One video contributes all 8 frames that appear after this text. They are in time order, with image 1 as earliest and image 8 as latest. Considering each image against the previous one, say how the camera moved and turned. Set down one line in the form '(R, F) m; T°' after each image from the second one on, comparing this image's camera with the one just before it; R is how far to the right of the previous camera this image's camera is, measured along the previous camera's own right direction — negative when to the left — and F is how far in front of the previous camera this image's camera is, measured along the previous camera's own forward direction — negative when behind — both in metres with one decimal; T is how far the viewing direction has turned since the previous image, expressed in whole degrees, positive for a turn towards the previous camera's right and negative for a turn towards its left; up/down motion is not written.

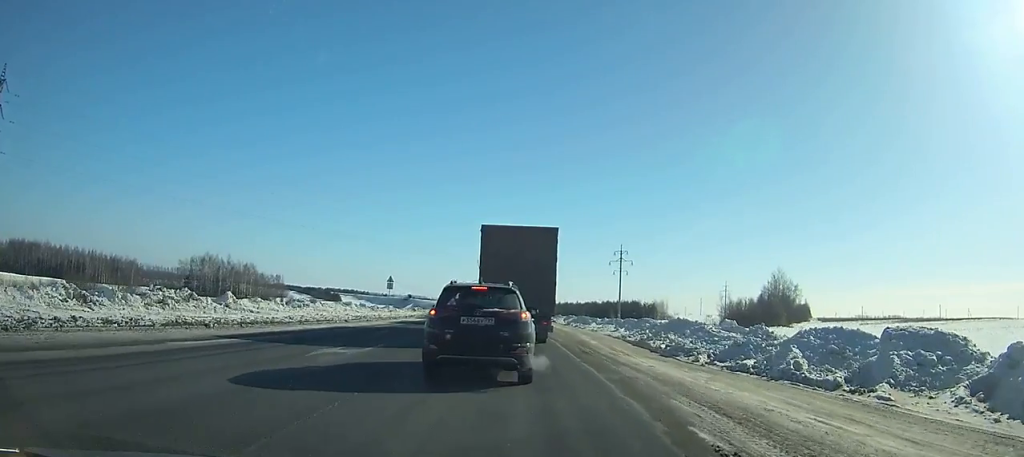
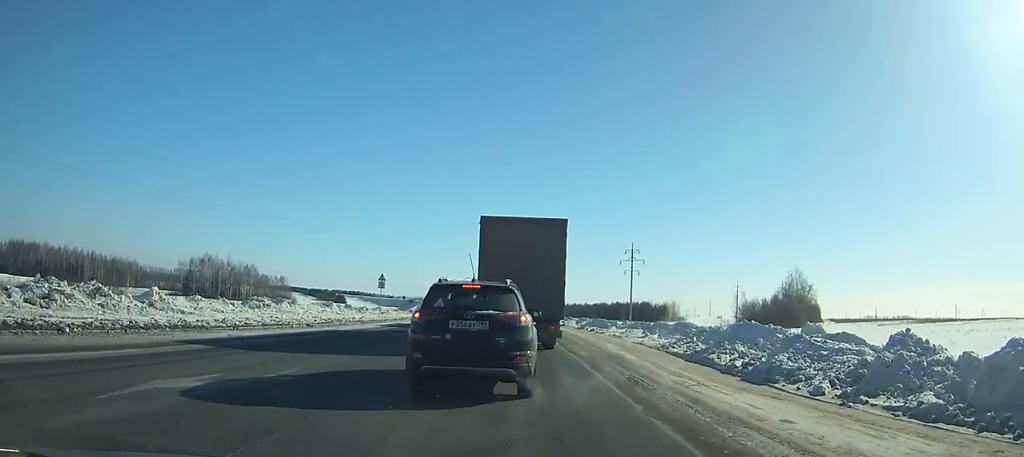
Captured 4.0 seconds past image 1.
(-0.1, +6.7) m; 0°
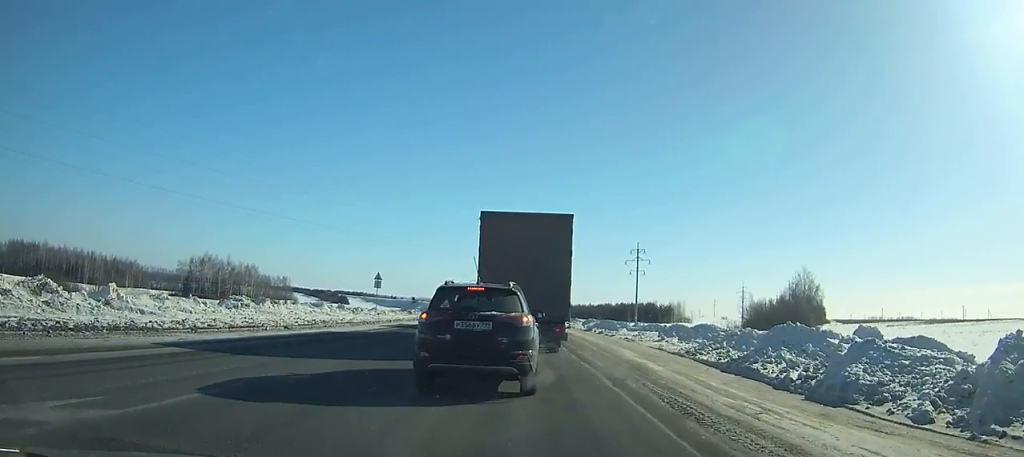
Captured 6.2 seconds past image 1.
(+0.1, +3.0) m; +4°
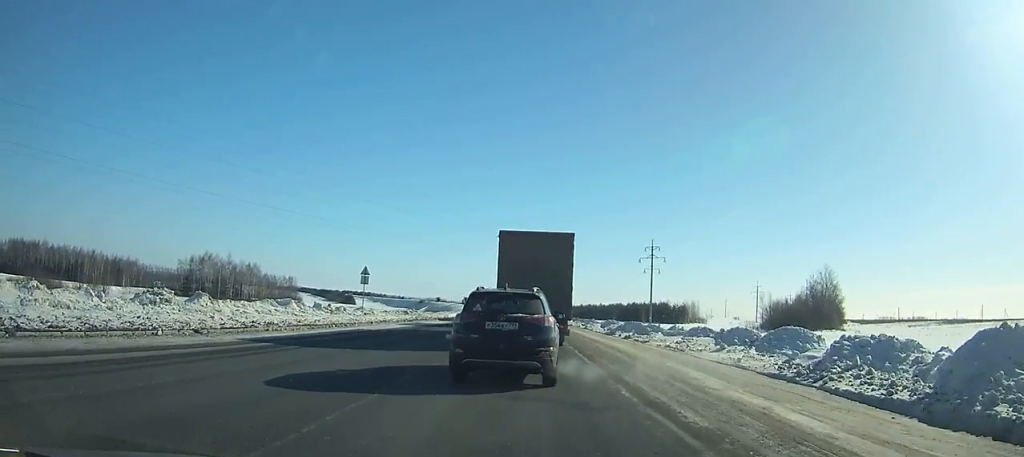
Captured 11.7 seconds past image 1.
(+0.1, +8.3) m; -2°
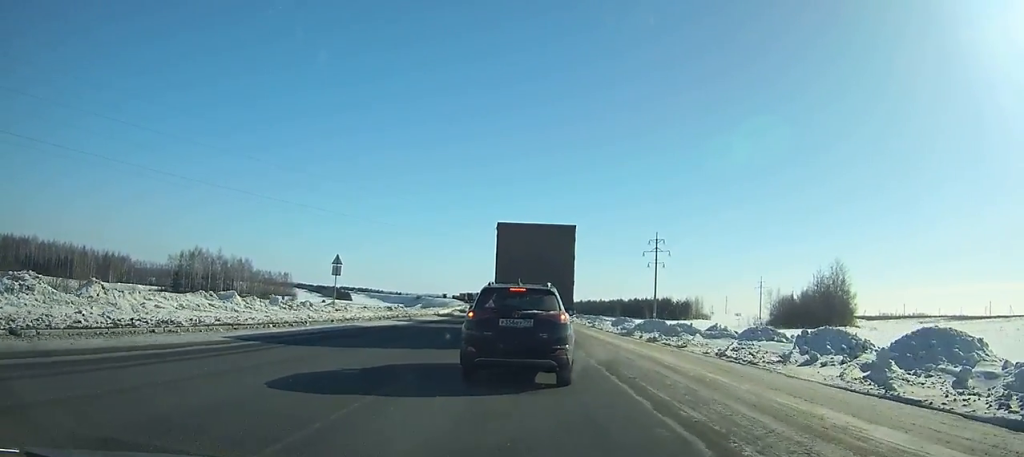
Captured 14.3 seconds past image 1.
(-0.1, +4.8) m; -2°
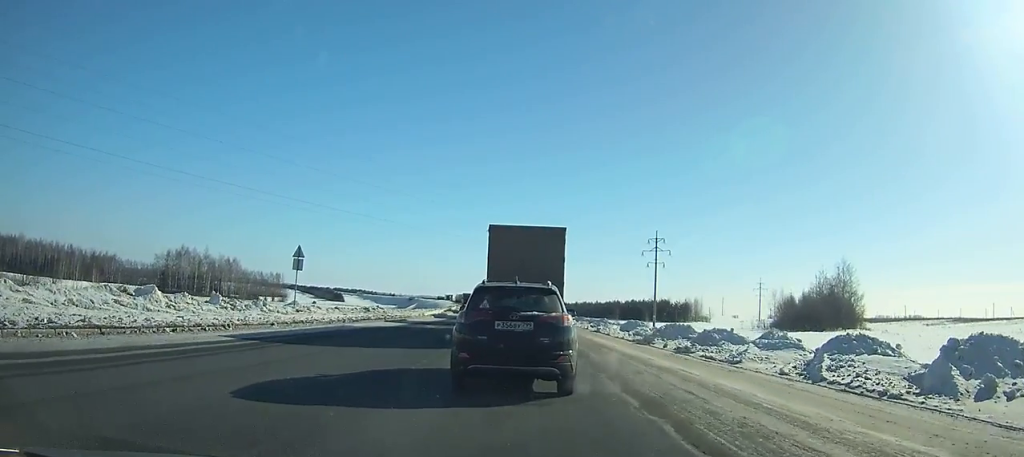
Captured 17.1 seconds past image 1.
(0.0, +5.6) m; +1°
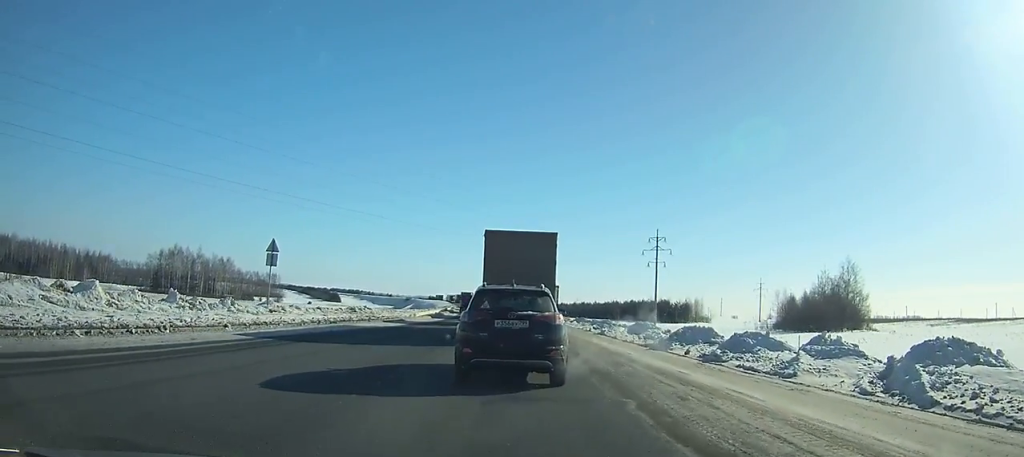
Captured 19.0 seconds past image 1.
(-0.1, +3.9) m; +2°
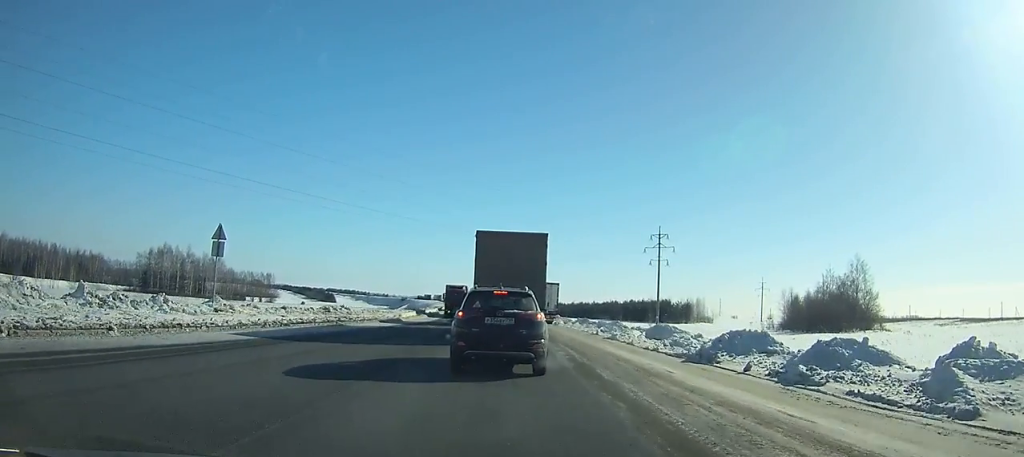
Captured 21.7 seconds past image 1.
(+0.3, +5.5) m; +1°
